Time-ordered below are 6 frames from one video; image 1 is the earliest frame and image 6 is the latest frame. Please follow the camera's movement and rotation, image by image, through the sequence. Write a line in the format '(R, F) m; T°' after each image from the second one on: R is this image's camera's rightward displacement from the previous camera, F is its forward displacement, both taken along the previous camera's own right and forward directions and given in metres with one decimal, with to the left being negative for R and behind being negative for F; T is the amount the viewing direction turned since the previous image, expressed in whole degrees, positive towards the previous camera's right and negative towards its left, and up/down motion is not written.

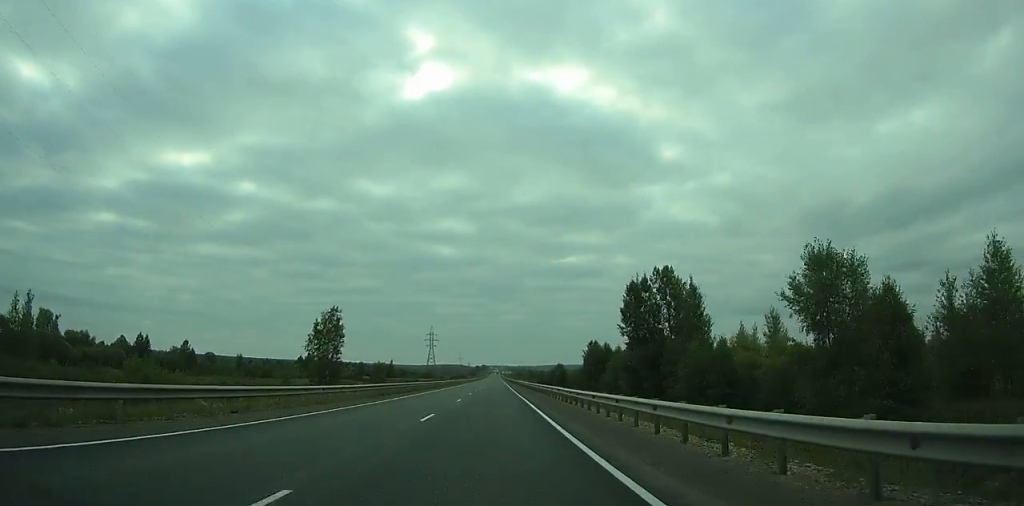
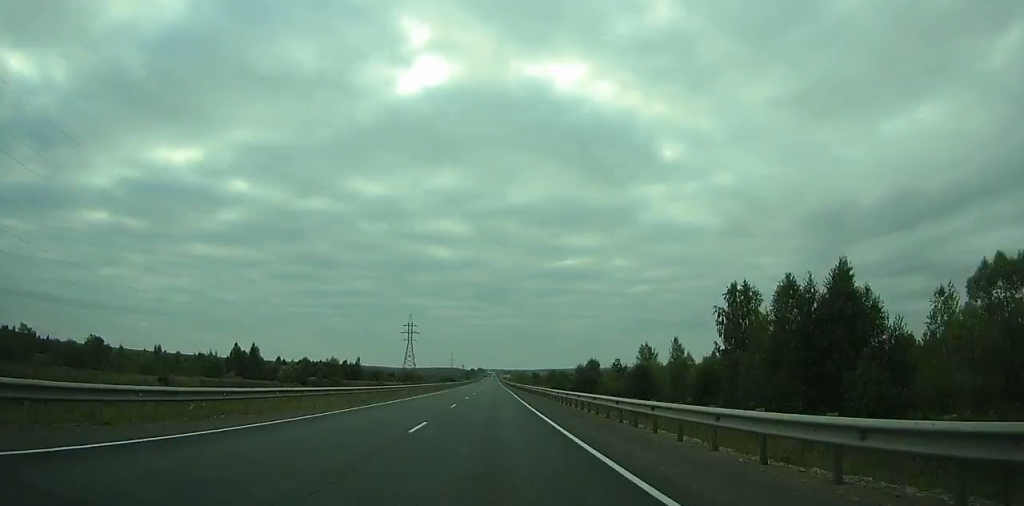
(0.0, +92.8) m; 0°
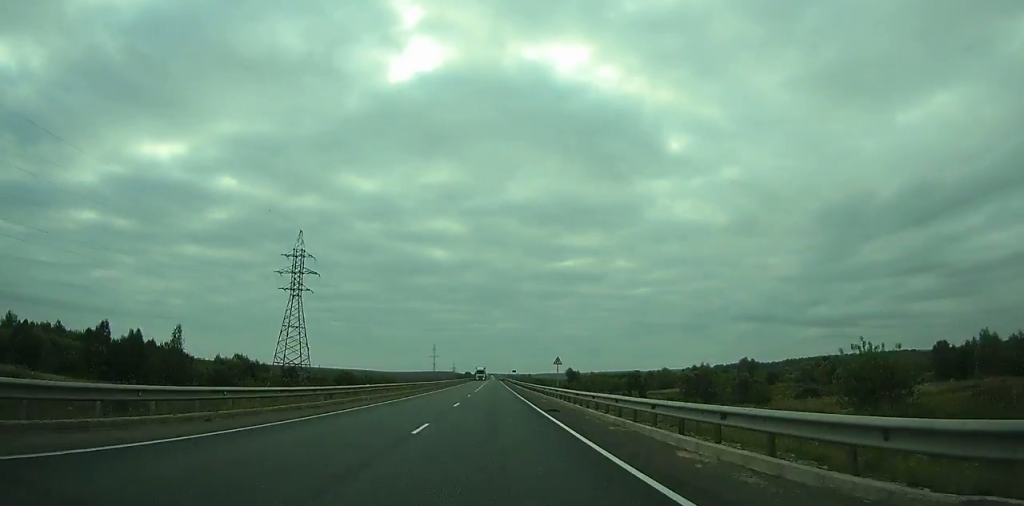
(-0.7, +191.4) m; 0°
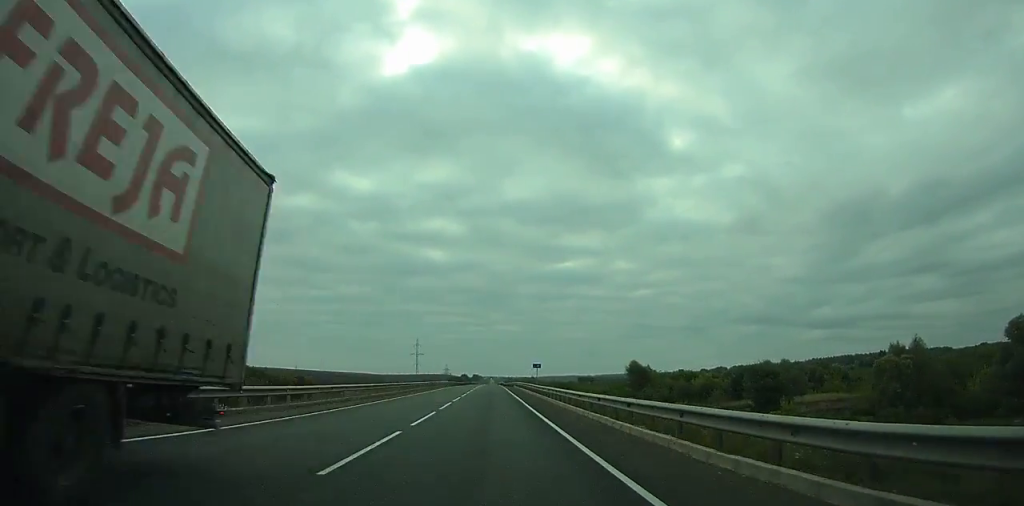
(+0.2, +97.8) m; 0°
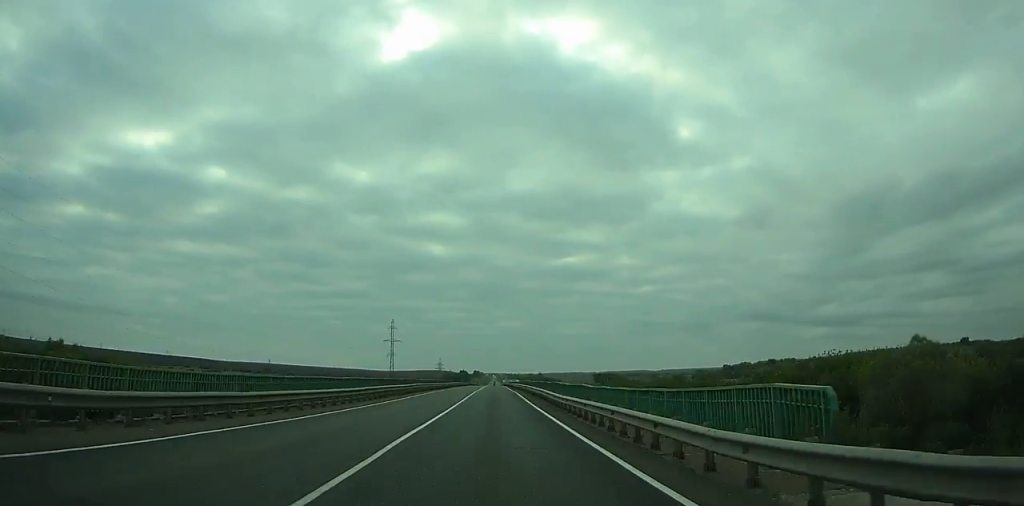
(-0.1, +102.5) m; 0°
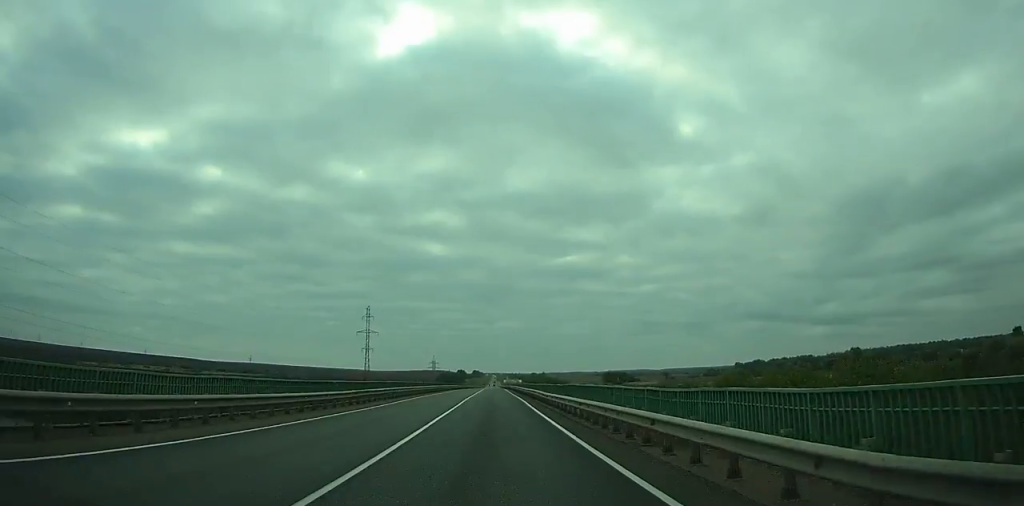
(0.0, +53.7) m; 0°
